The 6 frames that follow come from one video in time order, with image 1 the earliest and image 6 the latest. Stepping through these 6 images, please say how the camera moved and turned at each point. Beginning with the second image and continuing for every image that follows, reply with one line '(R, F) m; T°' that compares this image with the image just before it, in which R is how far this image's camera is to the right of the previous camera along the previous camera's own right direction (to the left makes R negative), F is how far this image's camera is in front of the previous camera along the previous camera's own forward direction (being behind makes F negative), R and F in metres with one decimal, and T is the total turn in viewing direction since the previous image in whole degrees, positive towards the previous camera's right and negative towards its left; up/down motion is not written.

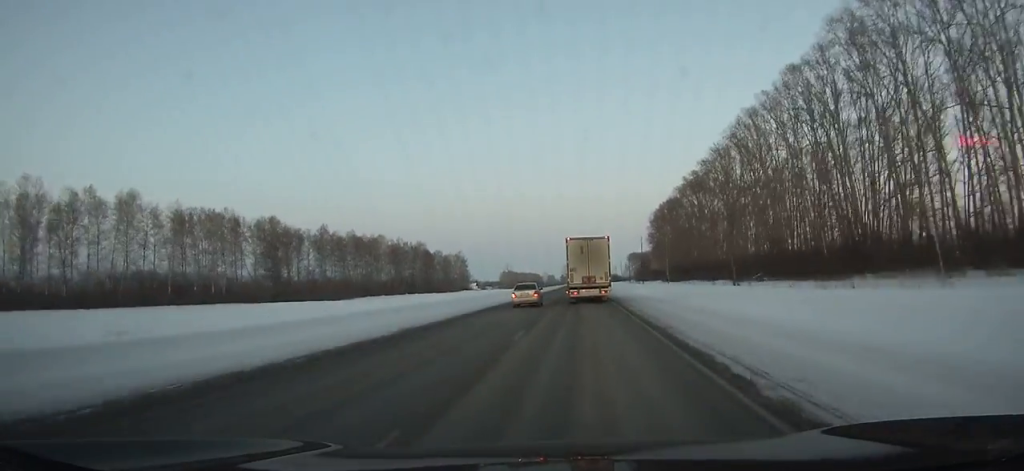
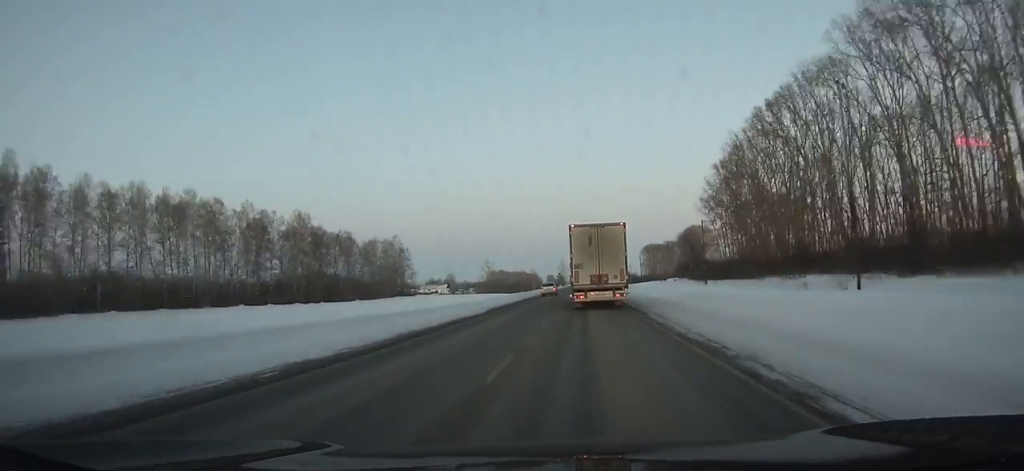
(-0.6, +123.2) m; 0°
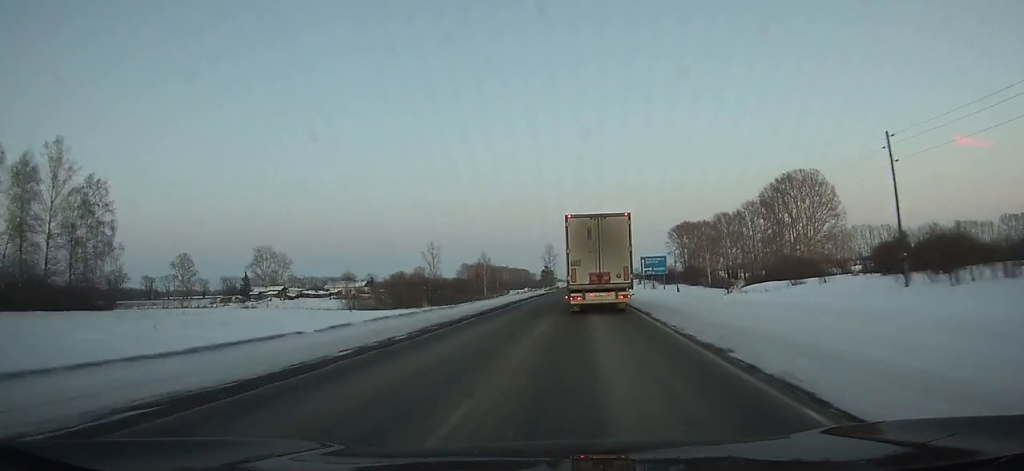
(+0.2, +161.9) m; 0°
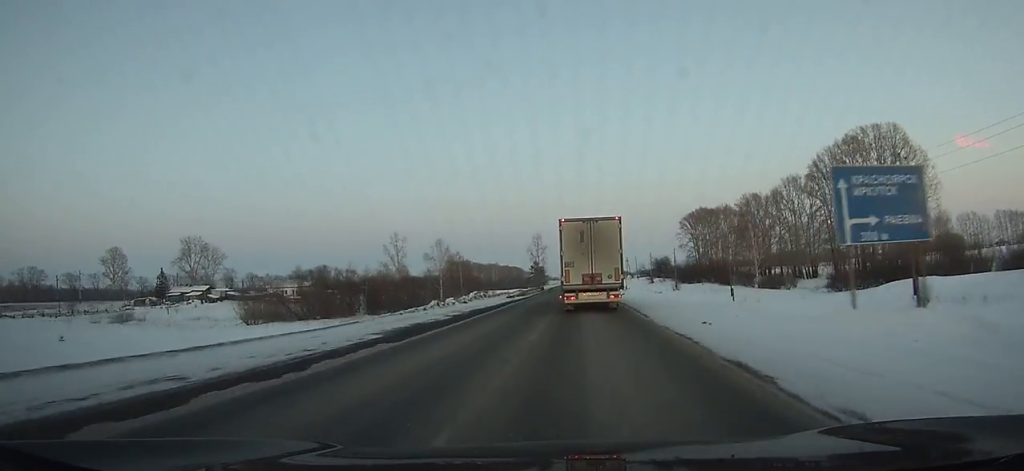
(+0.1, +51.5) m; 0°
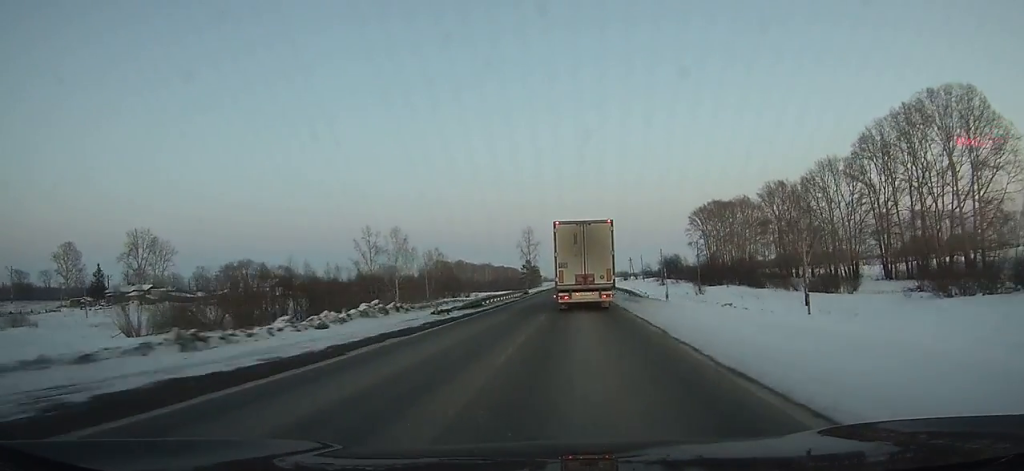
(+0.4, +28.3) m; 0°
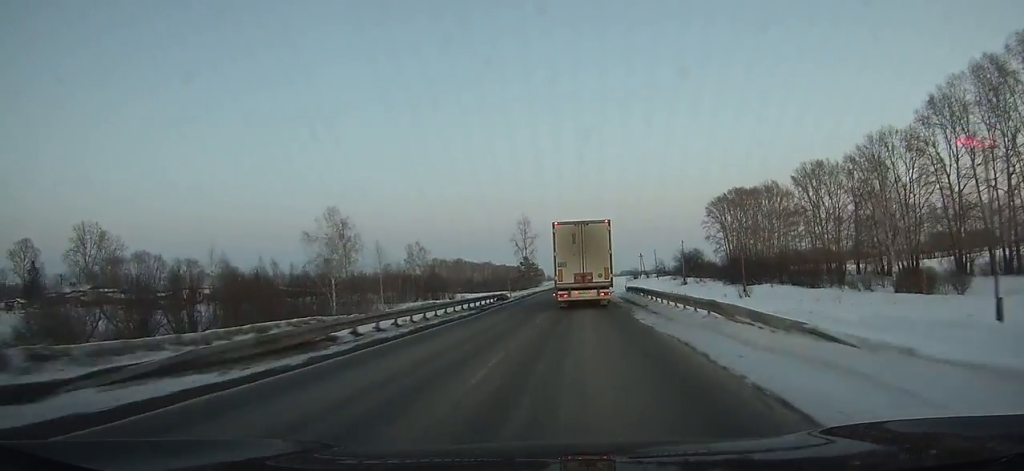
(-0.1, +26.5) m; 0°
